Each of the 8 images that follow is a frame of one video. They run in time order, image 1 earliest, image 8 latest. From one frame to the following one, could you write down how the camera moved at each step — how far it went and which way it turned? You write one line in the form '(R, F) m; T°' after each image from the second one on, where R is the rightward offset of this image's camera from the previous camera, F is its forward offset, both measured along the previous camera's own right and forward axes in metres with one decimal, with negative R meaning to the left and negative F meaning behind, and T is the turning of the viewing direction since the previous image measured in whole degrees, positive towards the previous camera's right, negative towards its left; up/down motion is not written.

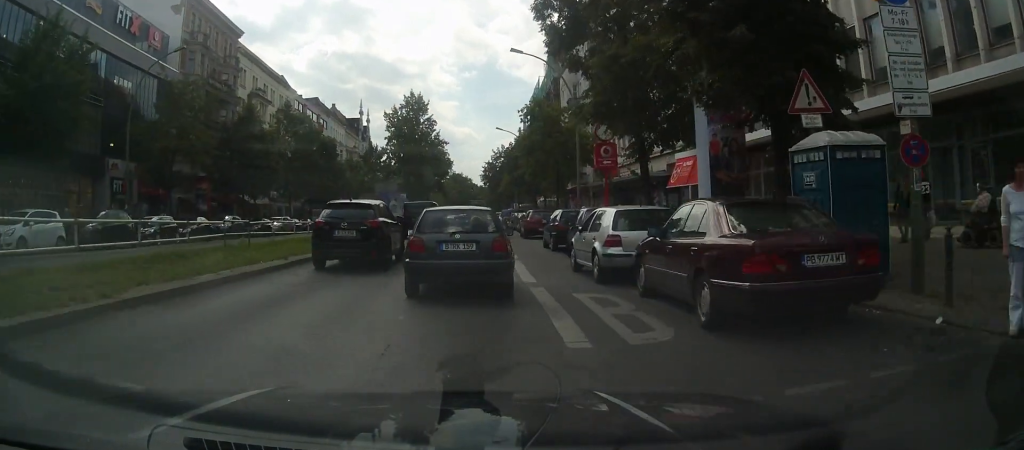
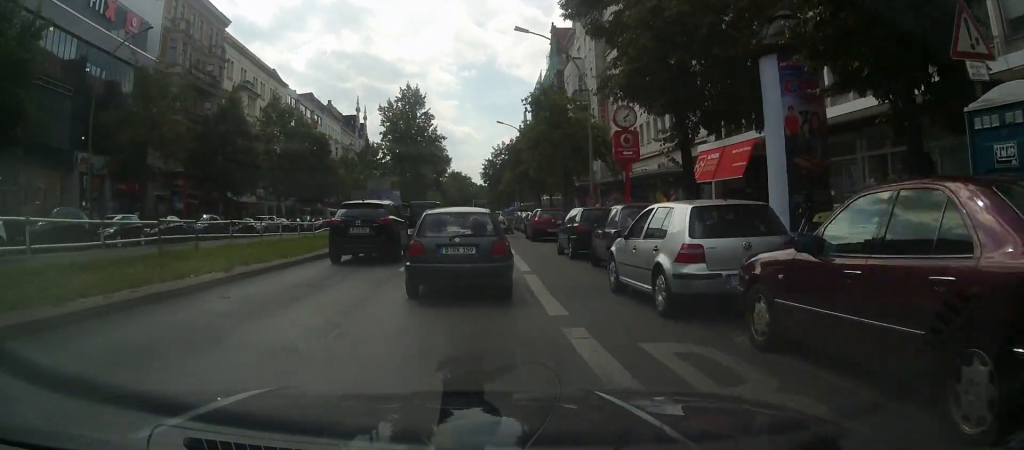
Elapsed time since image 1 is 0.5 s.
(0.0, +3.9) m; 0°
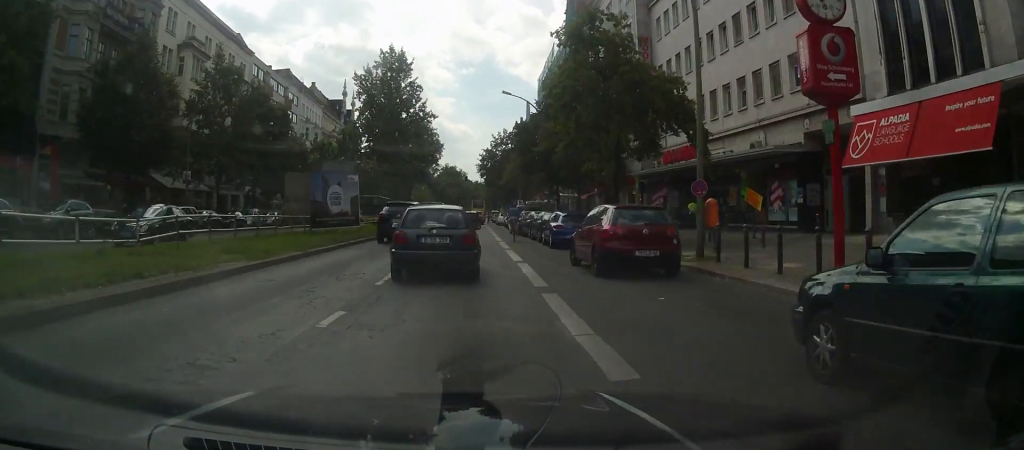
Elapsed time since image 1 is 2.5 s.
(0.0, +15.1) m; 0°
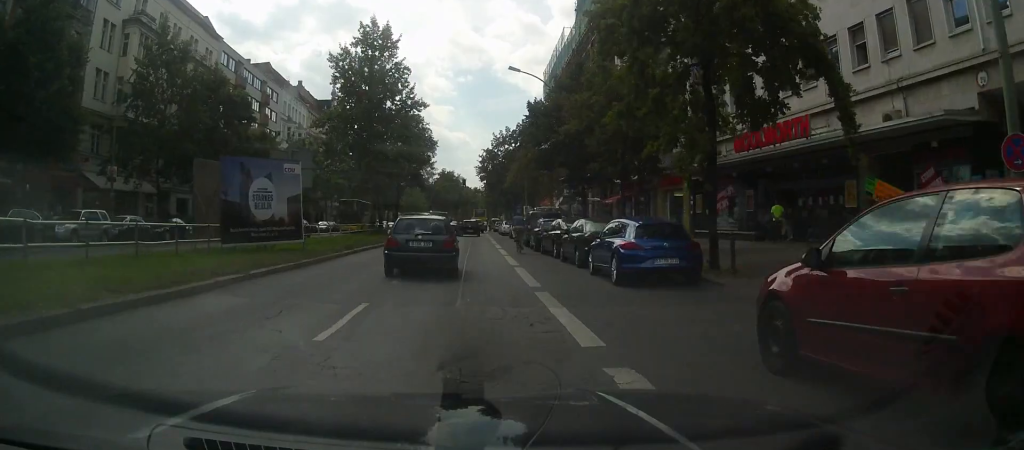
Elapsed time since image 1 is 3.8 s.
(-0.1, +10.9) m; 0°
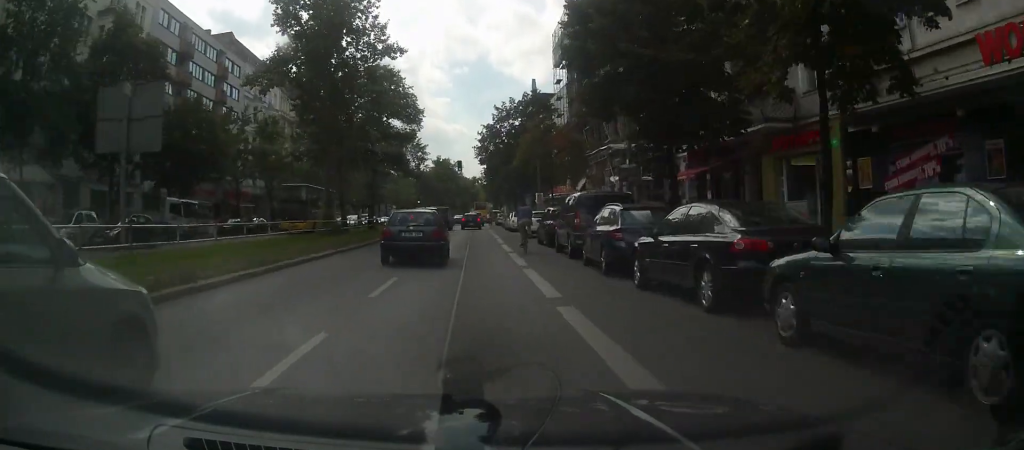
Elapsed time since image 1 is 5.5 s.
(+0.1, +14.8) m; 0°
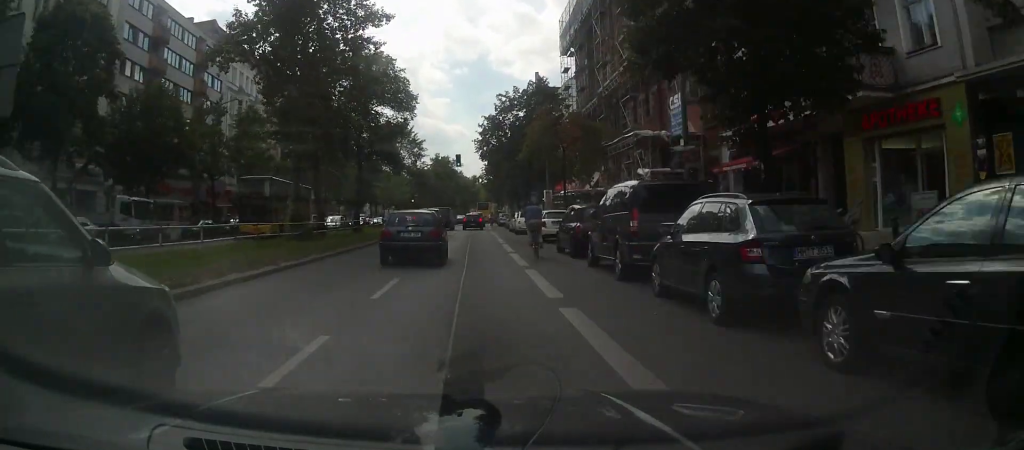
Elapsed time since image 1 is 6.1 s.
(0.0, +5.8) m; 0°
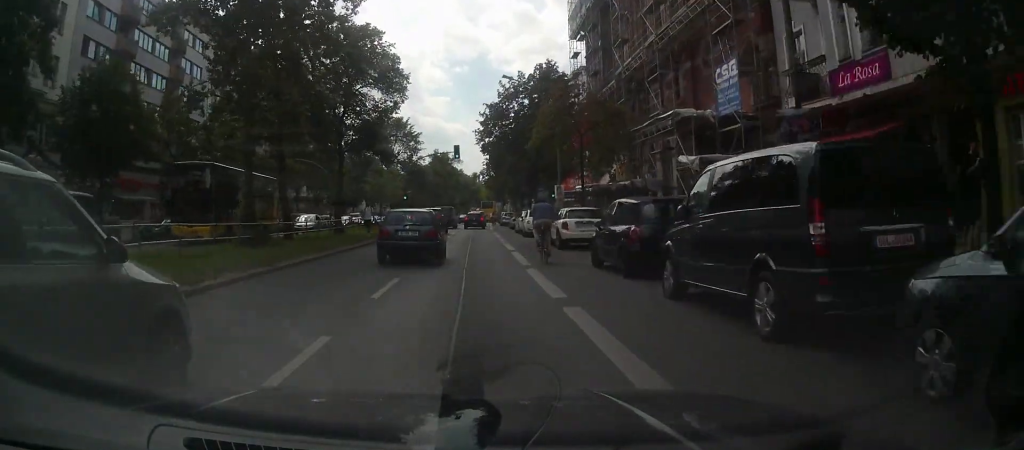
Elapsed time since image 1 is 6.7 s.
(0.0, +5.9) m; 0°
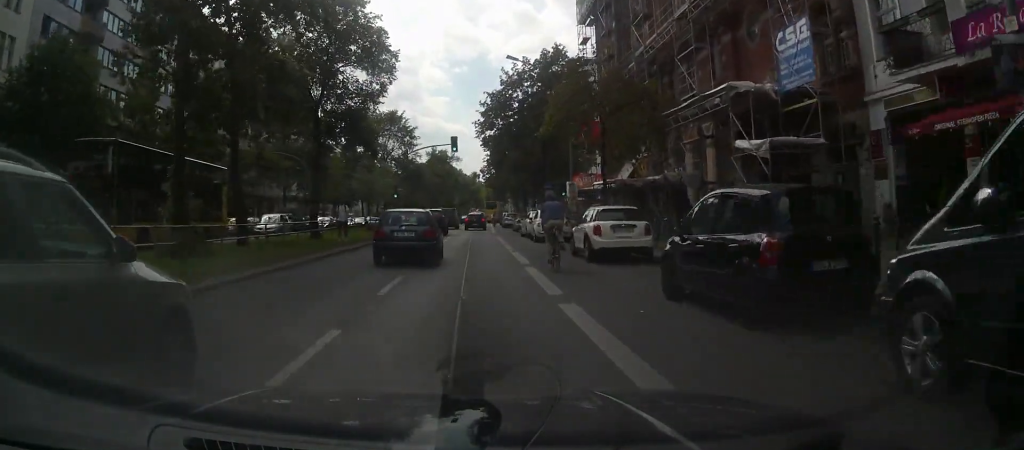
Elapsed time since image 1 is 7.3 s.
(0.0, +5.3) m; 0°
